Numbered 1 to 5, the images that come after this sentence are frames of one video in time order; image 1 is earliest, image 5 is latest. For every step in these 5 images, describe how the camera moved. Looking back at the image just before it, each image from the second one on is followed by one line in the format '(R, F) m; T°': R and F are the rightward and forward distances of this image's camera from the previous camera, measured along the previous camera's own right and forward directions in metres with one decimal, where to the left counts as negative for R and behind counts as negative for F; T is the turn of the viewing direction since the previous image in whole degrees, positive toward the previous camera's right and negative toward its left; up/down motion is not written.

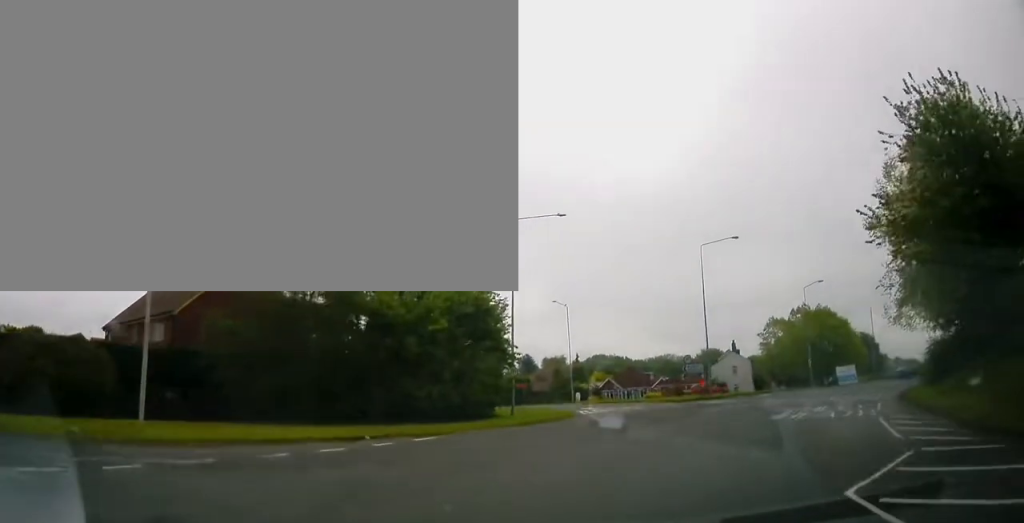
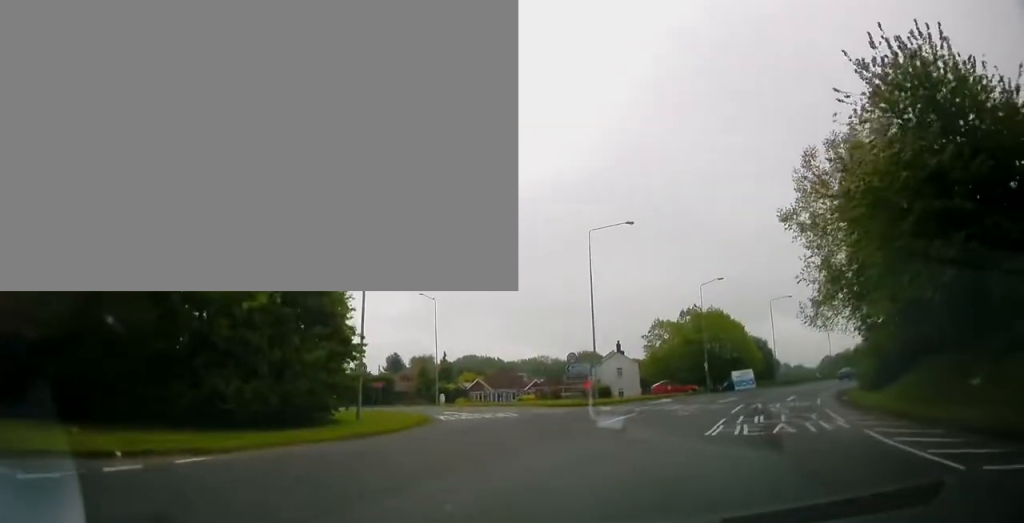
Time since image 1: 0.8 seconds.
(+0.6, +5.8) m; +14°
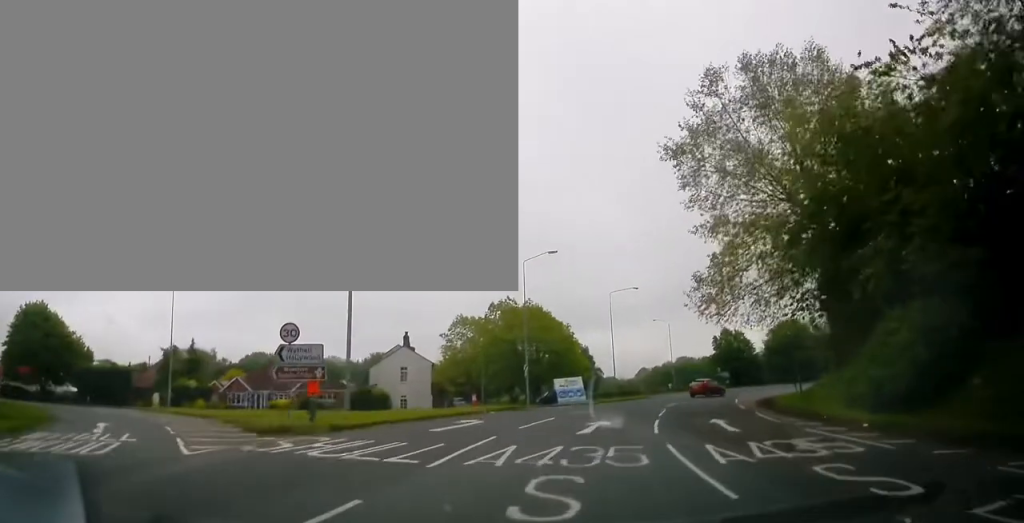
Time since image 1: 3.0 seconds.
(+2.8, +16.7) m; +14°
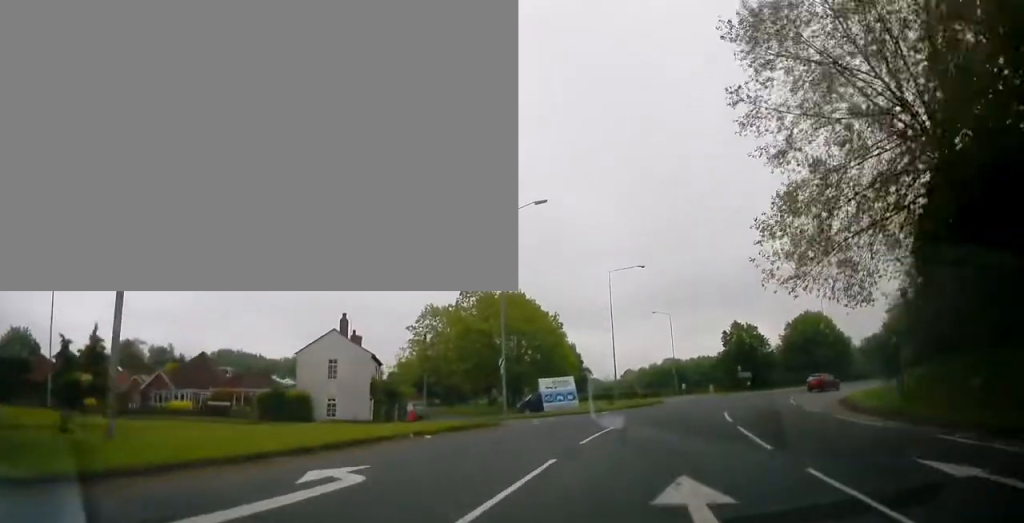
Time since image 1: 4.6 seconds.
(+0.7, +12.8) m; +5°
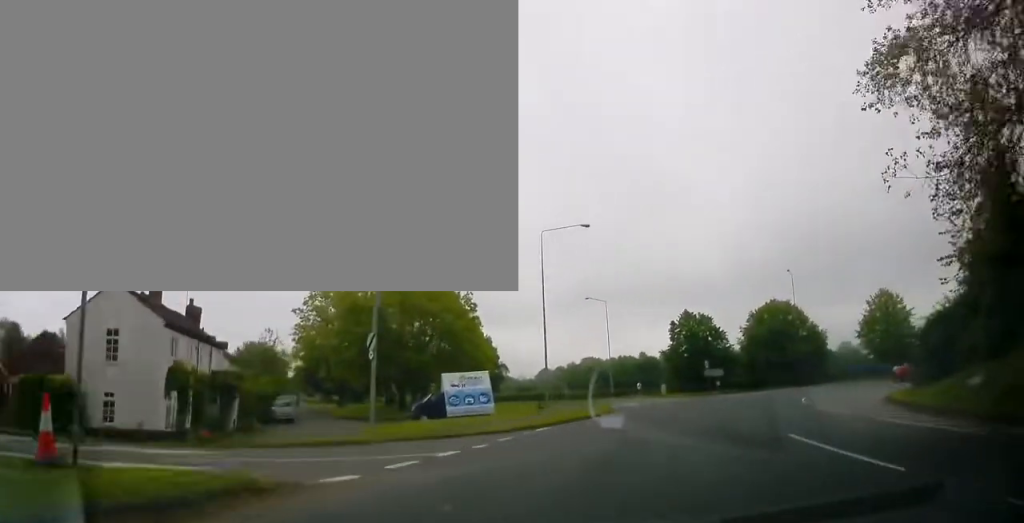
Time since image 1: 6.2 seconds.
(+0.8, +13.7) m; +8°
